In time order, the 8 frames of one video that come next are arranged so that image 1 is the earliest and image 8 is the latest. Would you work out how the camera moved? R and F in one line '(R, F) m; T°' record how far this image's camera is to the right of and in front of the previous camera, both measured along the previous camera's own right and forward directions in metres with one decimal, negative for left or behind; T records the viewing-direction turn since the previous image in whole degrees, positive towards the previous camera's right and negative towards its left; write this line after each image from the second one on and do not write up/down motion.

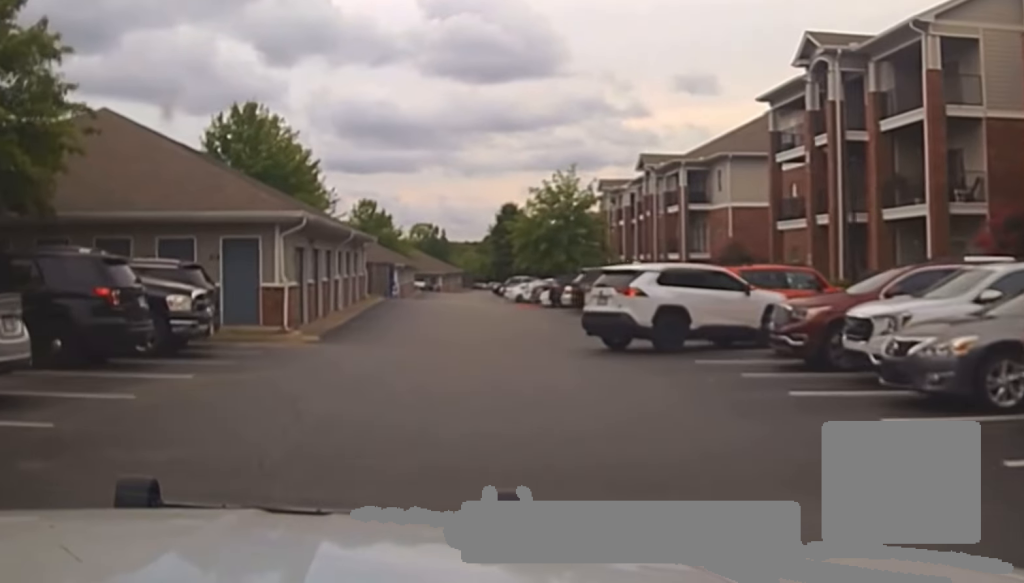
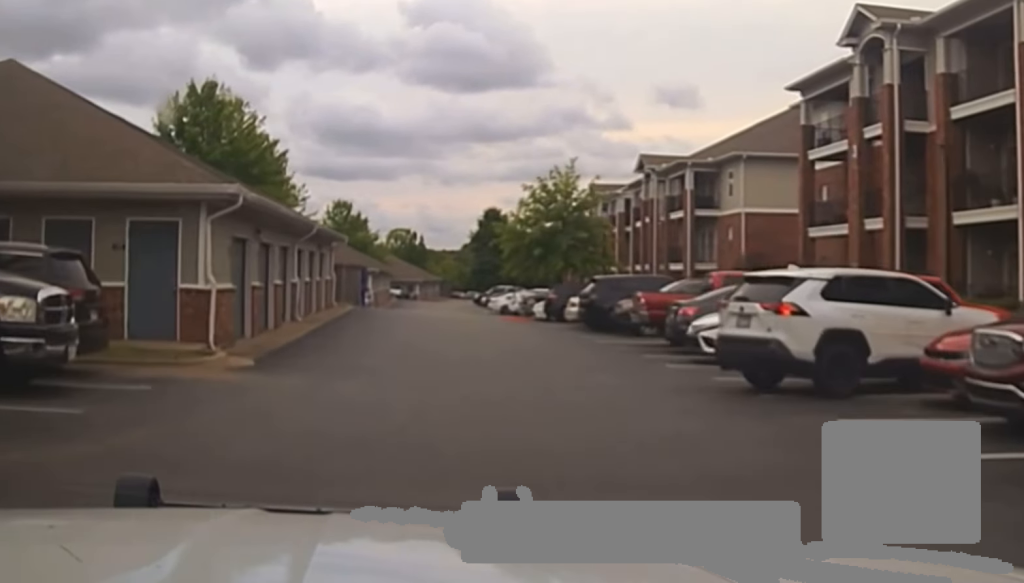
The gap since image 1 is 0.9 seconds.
(+0.4, +7.5) m; +5°
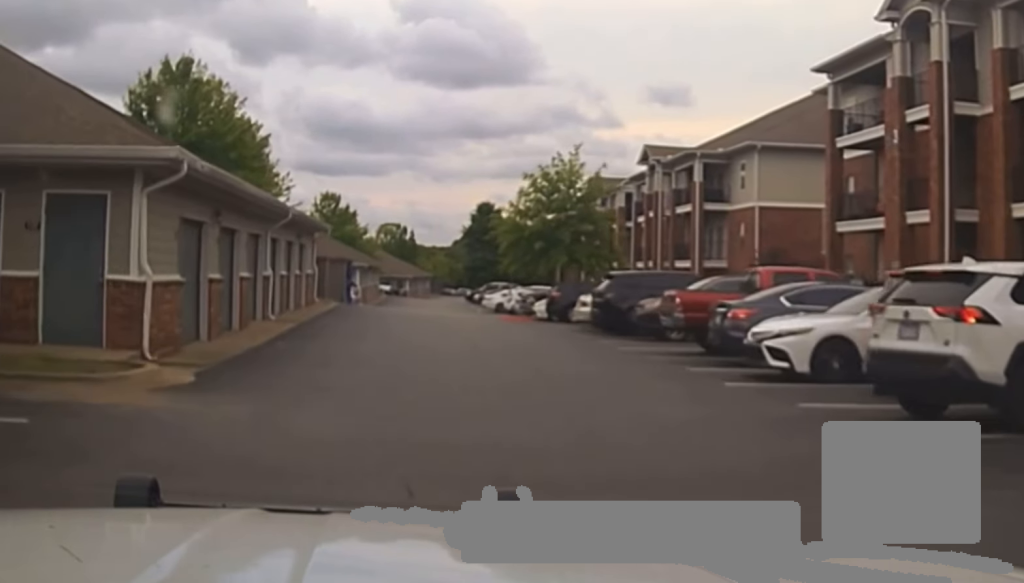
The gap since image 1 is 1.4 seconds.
(+0.3, +4.2) m; 0°
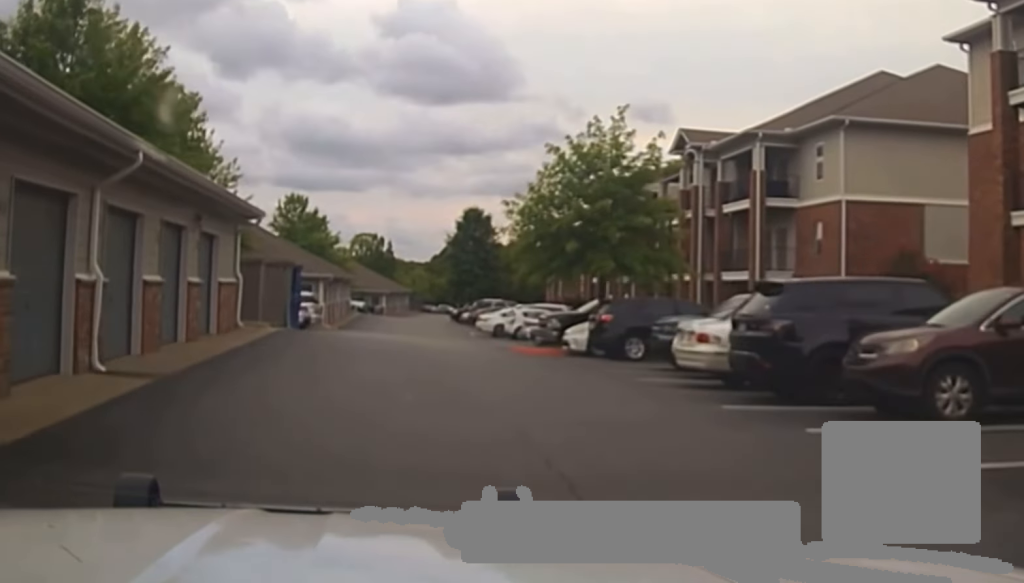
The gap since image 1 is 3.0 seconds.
(-0.7, +14.7) m; -4°
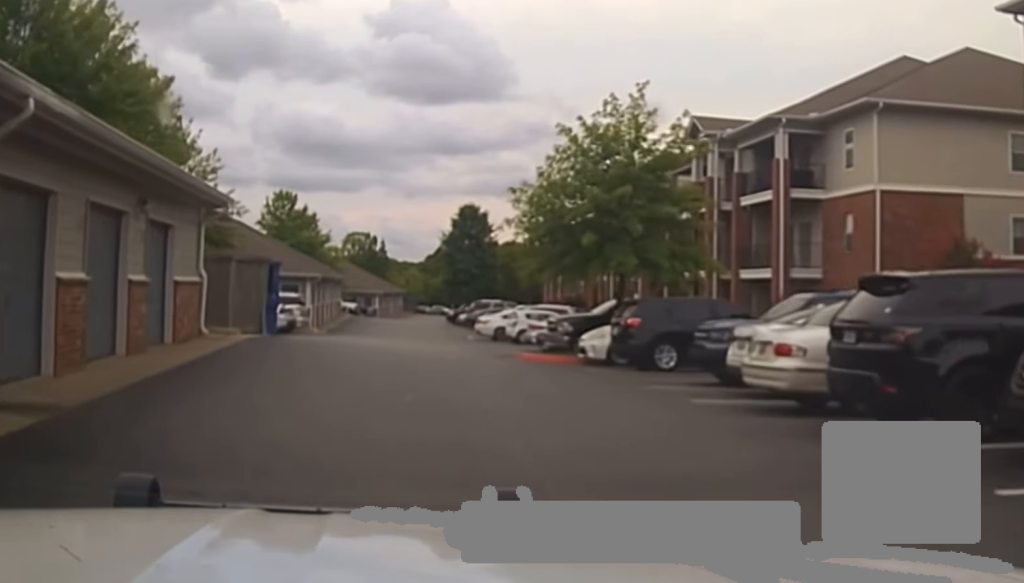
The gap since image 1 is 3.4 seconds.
(0.0, +4.2) m; 0°
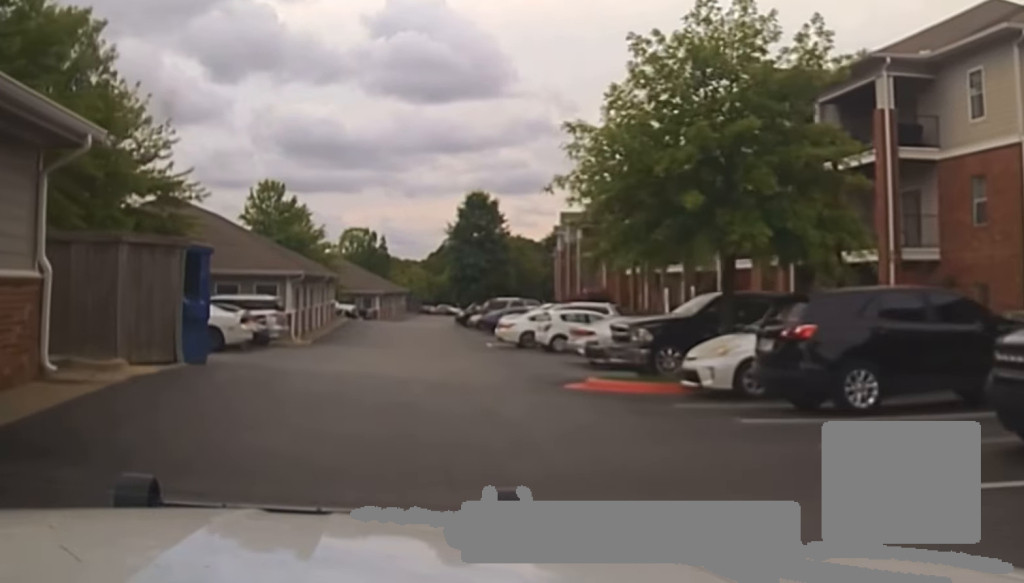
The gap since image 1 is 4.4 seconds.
(0.0, +10.3) m; +1°
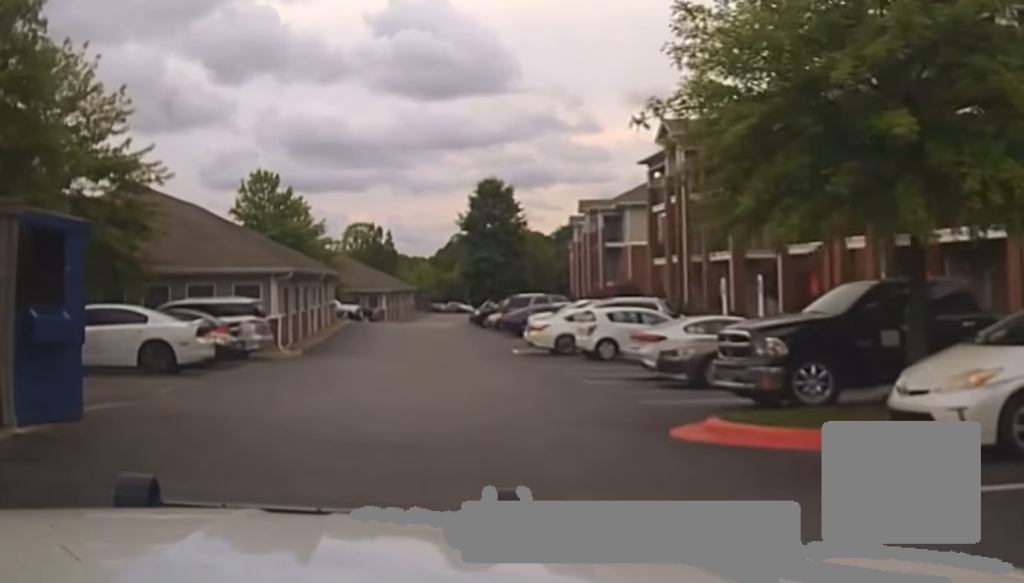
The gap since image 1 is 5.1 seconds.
(+0.1, +6.7) m; 0°
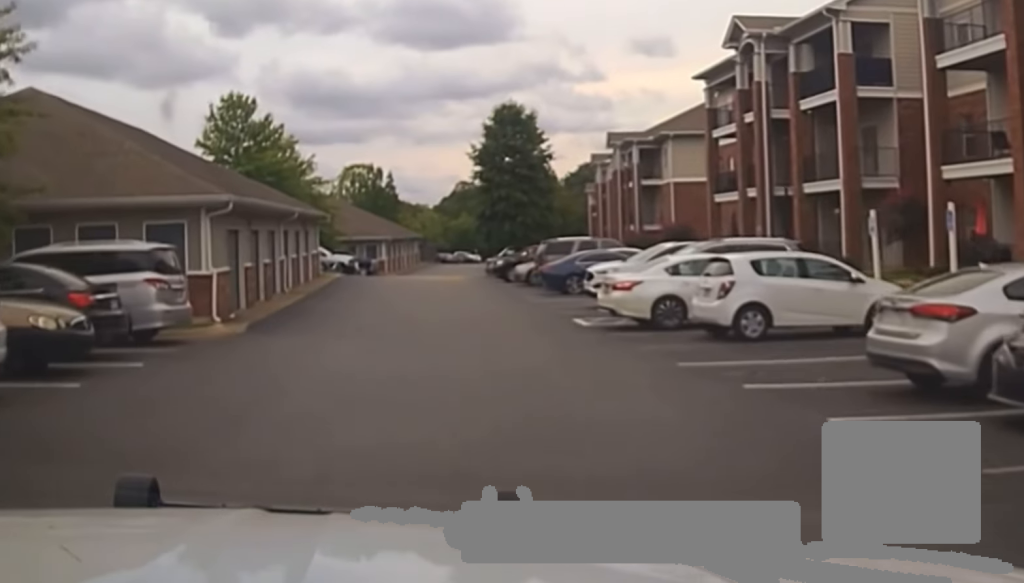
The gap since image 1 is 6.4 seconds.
(-0.2, +12.7) m; -1°
